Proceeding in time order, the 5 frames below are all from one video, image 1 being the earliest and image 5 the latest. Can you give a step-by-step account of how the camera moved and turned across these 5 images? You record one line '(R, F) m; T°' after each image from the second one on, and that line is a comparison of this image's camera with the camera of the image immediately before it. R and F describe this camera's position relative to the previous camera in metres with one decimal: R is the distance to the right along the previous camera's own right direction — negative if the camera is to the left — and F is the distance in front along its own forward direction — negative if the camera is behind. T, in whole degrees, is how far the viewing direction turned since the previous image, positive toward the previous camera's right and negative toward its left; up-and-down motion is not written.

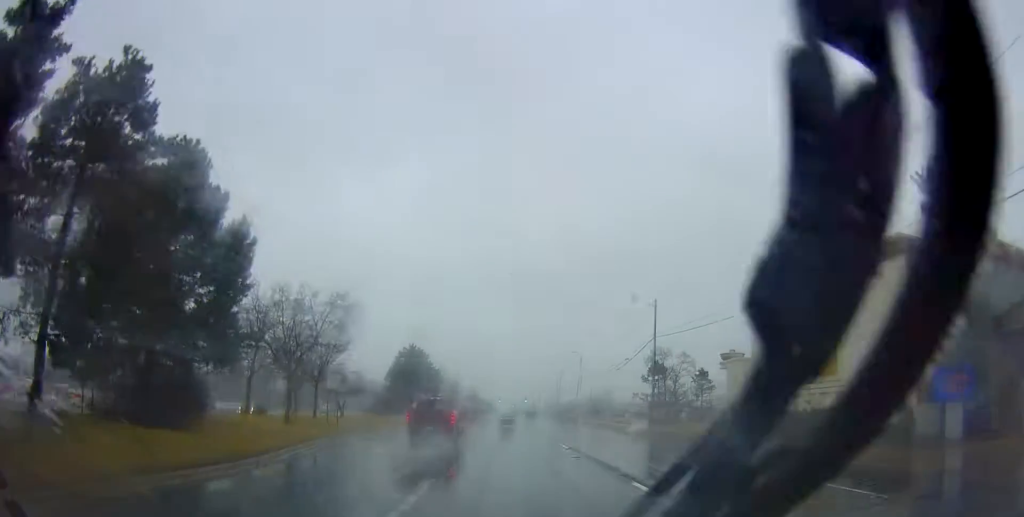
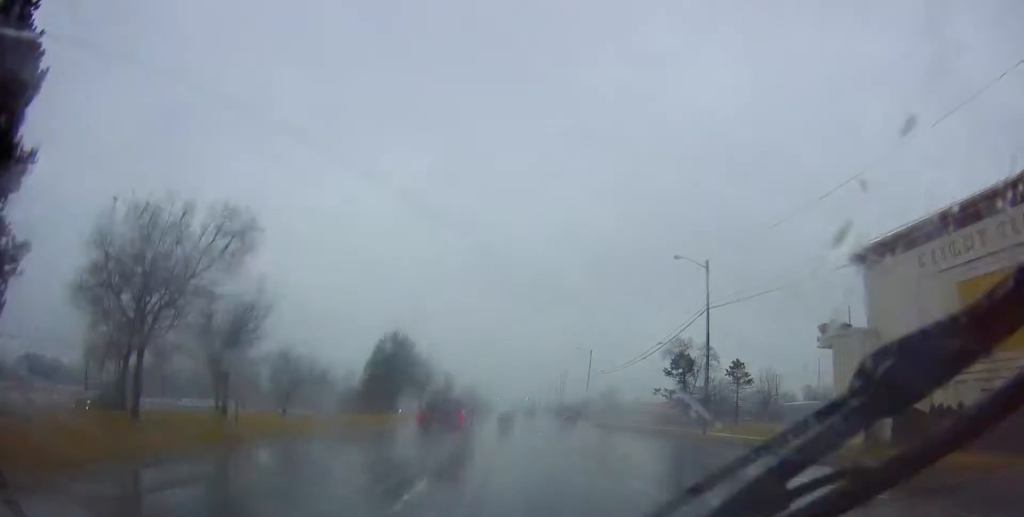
(+0.2, +14.5) m; +1°
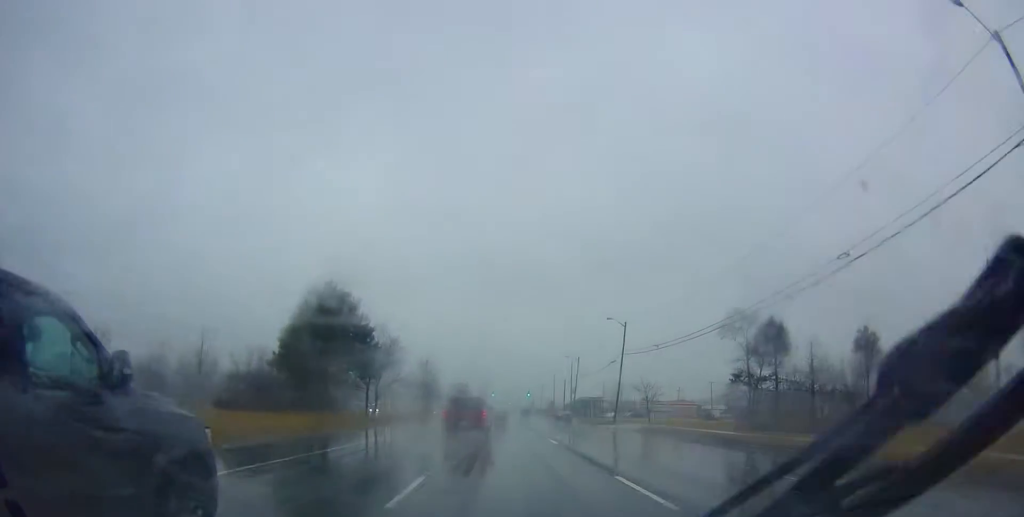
(0.0, +30.2) m; 0°
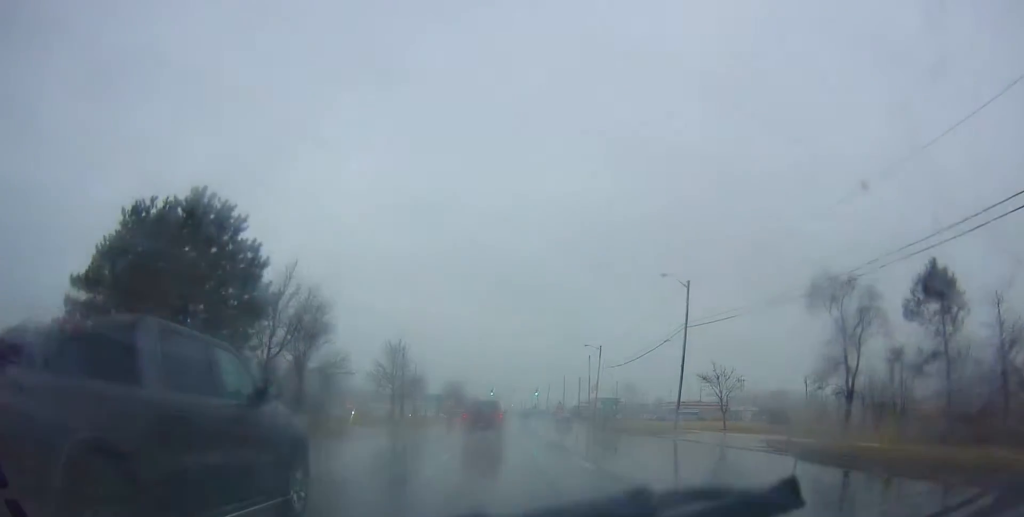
(+0.1, +24.4) m; 0°
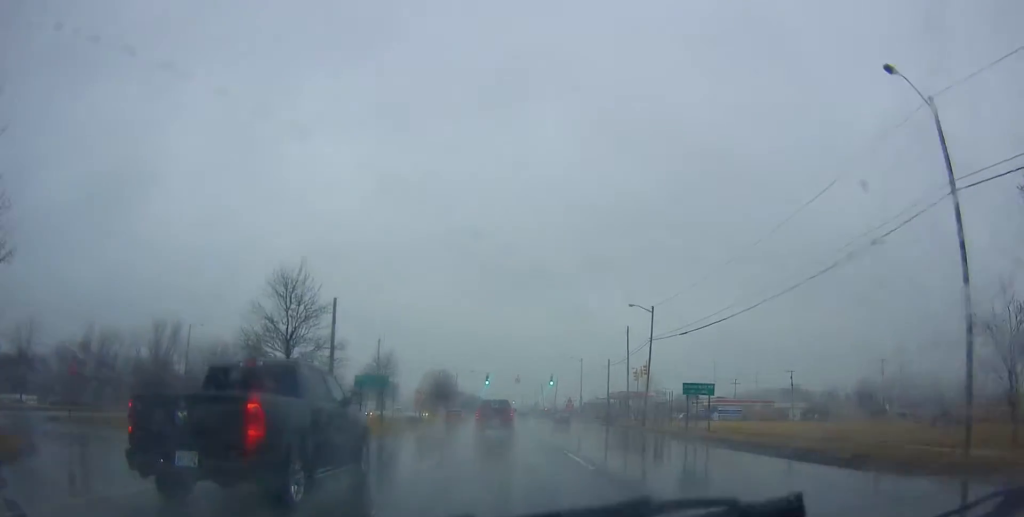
(-0.8, +31.4) m; -2°
